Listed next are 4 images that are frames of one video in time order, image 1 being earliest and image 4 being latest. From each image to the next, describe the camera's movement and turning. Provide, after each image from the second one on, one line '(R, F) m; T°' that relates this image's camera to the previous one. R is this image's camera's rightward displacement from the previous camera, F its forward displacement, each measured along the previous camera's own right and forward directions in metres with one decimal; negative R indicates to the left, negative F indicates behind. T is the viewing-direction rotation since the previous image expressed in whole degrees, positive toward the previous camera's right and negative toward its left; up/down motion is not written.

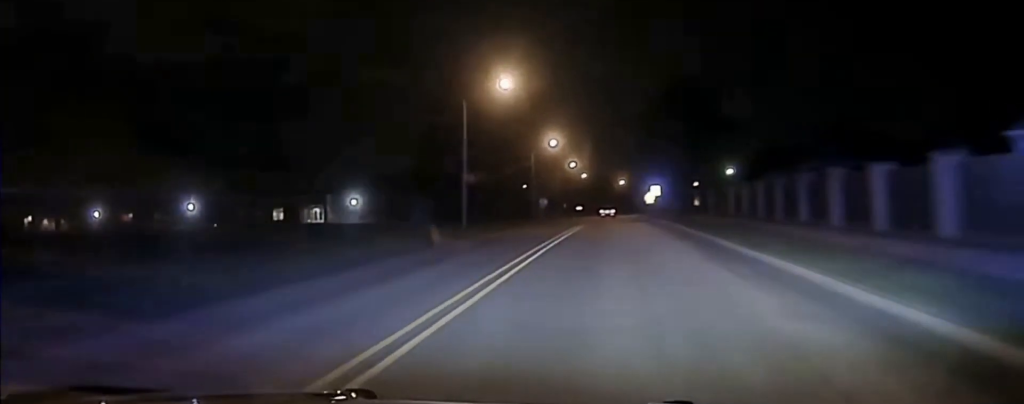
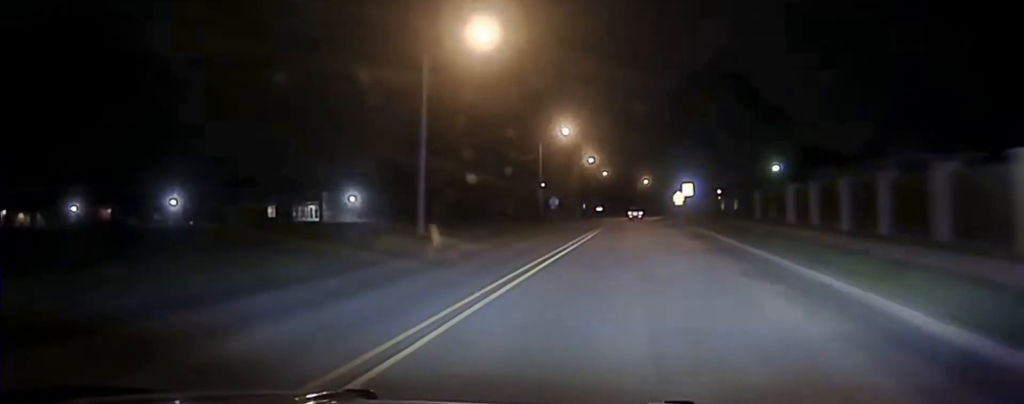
(-1.2, +14.3) m; -2°
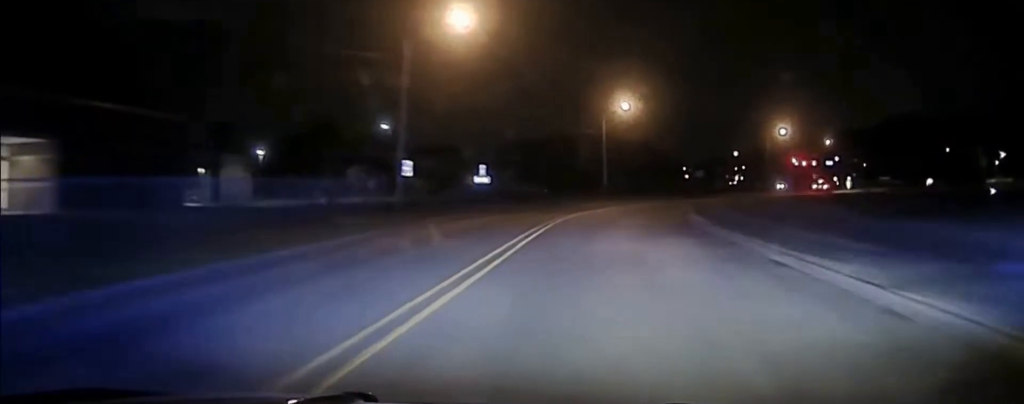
(-3.6, +127.5) m; +1°
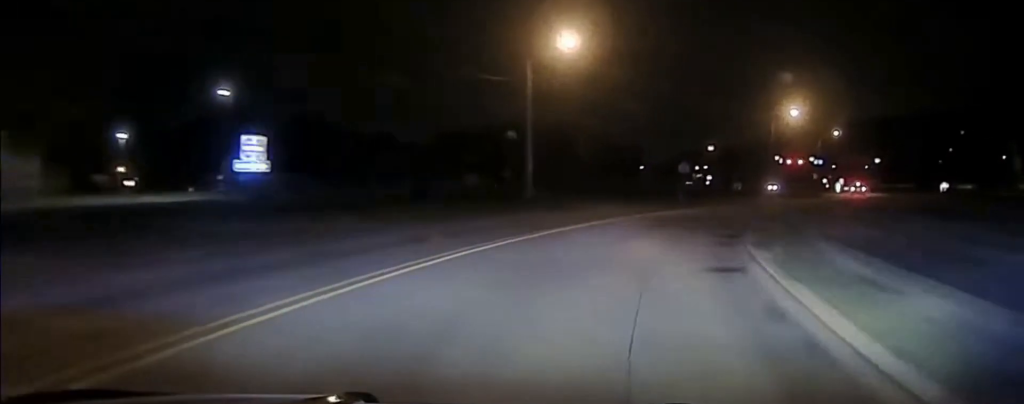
(+0.5, +34.5) m; +3°
